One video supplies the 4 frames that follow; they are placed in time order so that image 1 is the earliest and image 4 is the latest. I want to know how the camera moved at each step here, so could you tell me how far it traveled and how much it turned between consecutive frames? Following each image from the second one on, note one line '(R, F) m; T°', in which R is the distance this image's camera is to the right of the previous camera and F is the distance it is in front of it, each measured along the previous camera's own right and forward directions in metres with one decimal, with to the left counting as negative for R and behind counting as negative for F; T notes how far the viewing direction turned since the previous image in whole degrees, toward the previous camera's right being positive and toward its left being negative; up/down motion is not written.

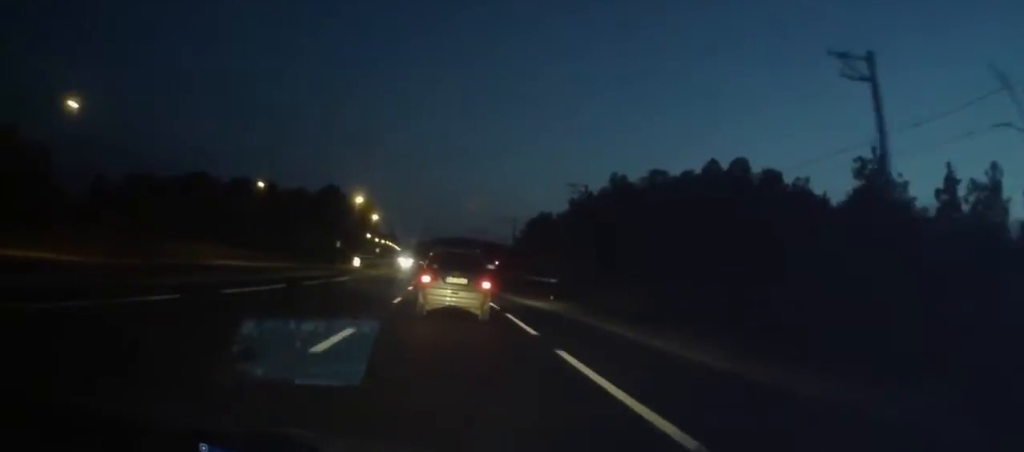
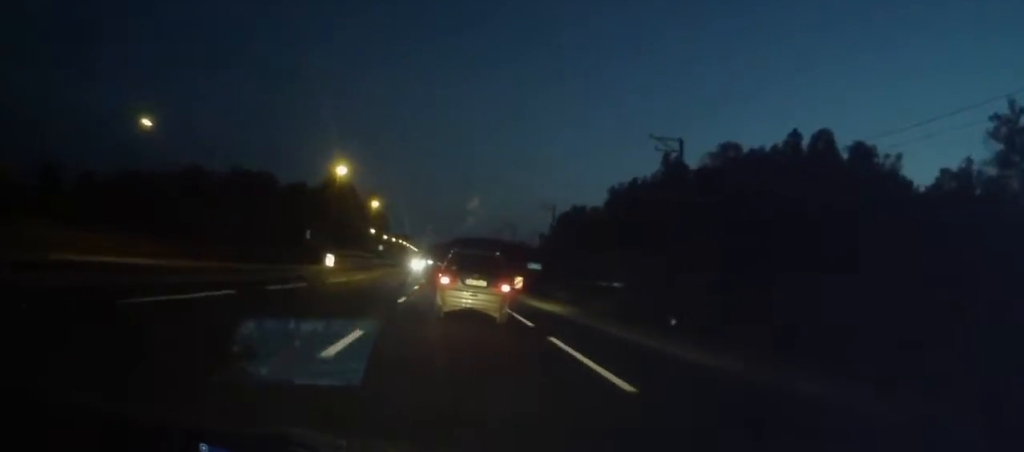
(-0.6, +23.7) m; -3°
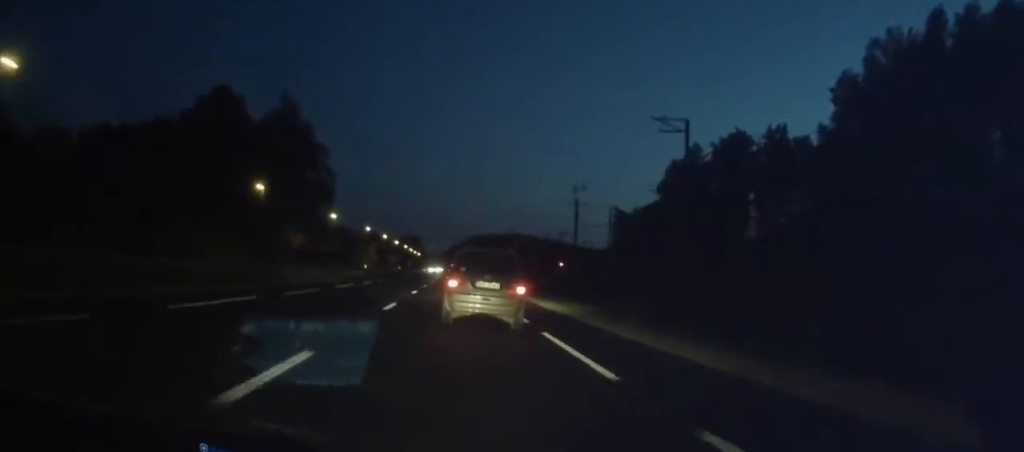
(-5.6, +97.7) m; -5°
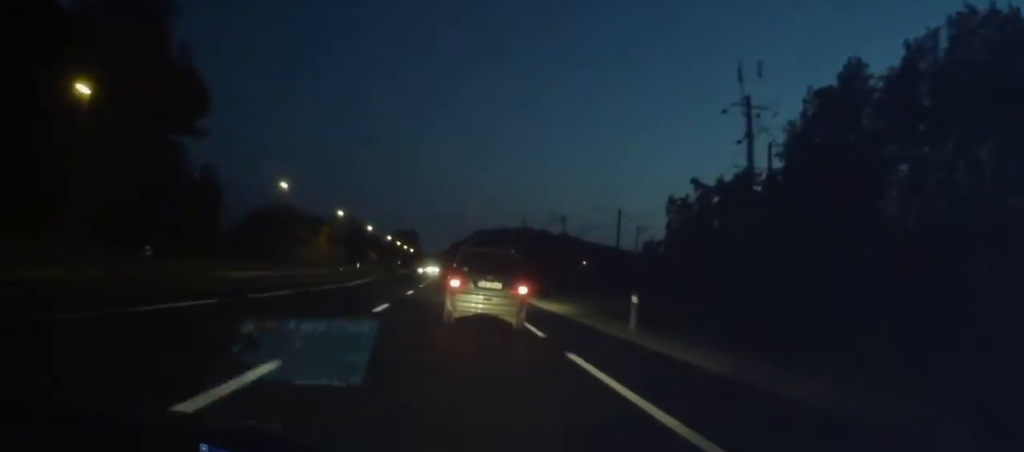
(0.0, +49.3) m; +1°
